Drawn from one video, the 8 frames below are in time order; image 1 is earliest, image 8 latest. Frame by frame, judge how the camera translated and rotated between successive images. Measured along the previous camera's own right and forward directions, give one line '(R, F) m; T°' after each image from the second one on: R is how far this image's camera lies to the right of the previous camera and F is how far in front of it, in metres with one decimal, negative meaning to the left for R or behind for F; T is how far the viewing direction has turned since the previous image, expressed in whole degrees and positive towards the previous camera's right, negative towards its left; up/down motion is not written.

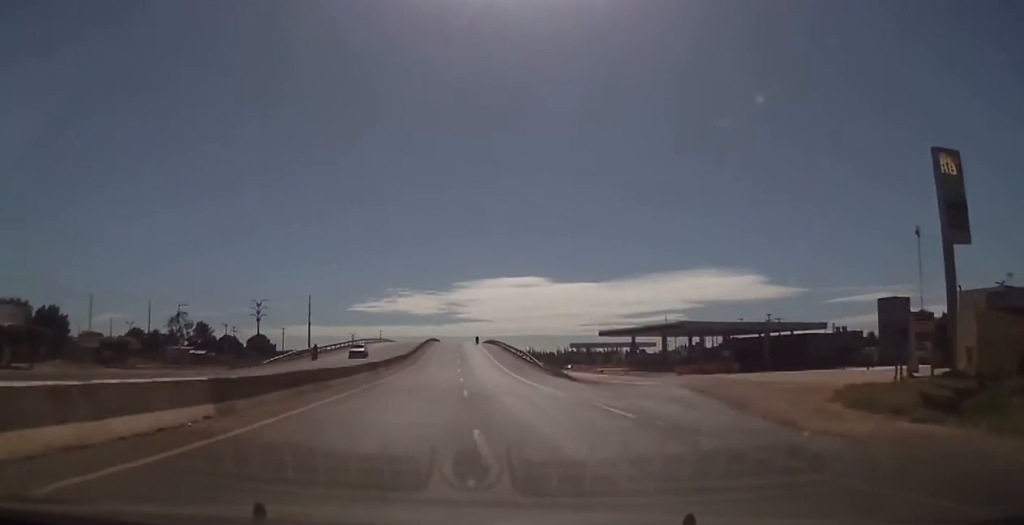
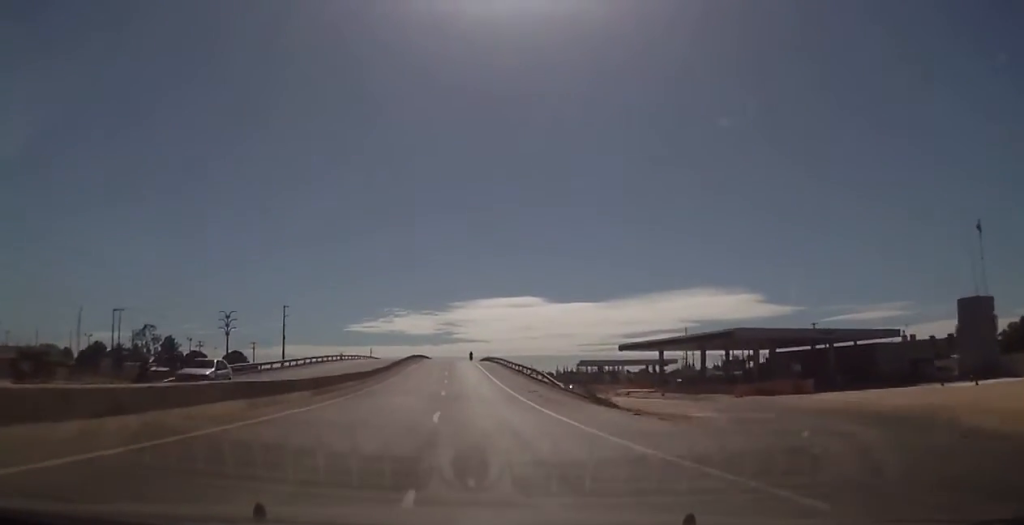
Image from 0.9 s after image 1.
(+0.1, +23.0) m; +1°
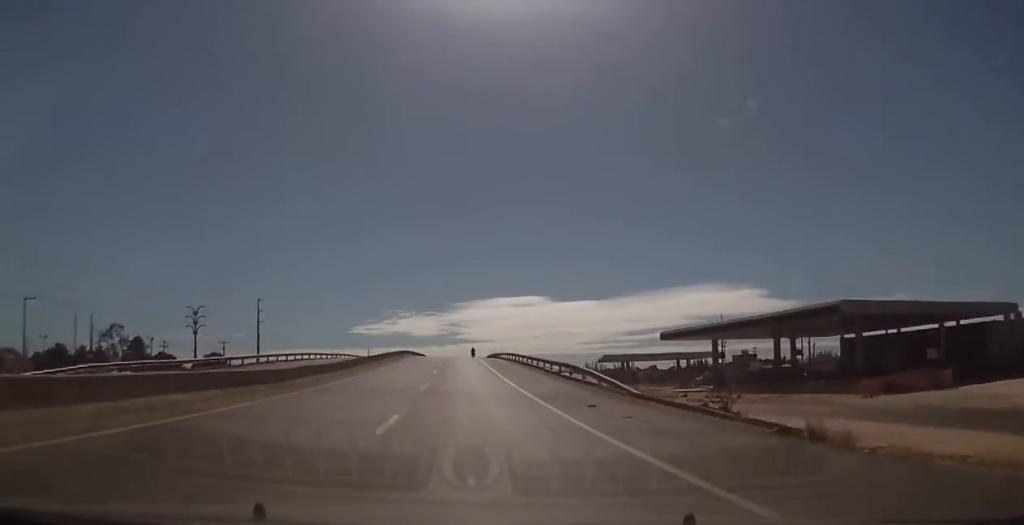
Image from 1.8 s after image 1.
(+0.1, +21.8) m; 0°
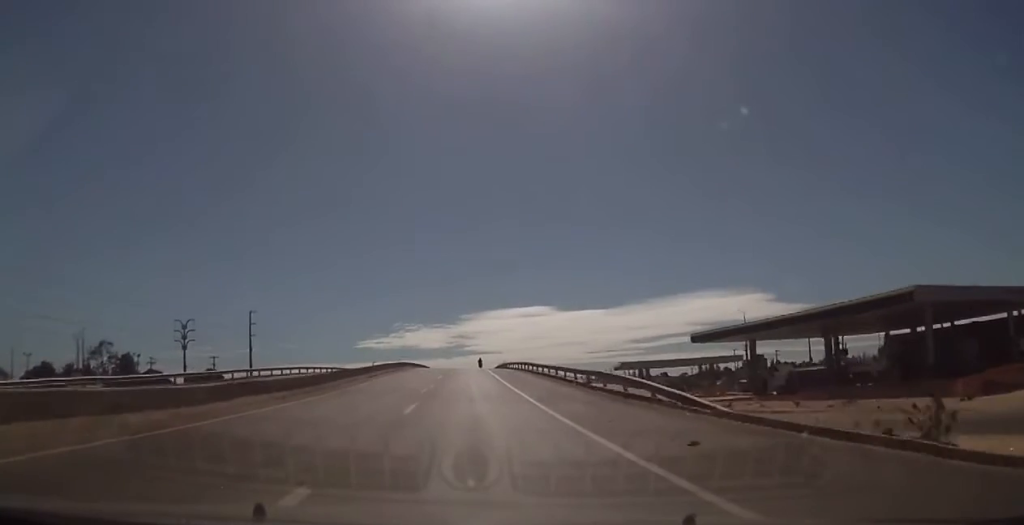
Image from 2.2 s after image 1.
(0.0, +9.0) m; 0°
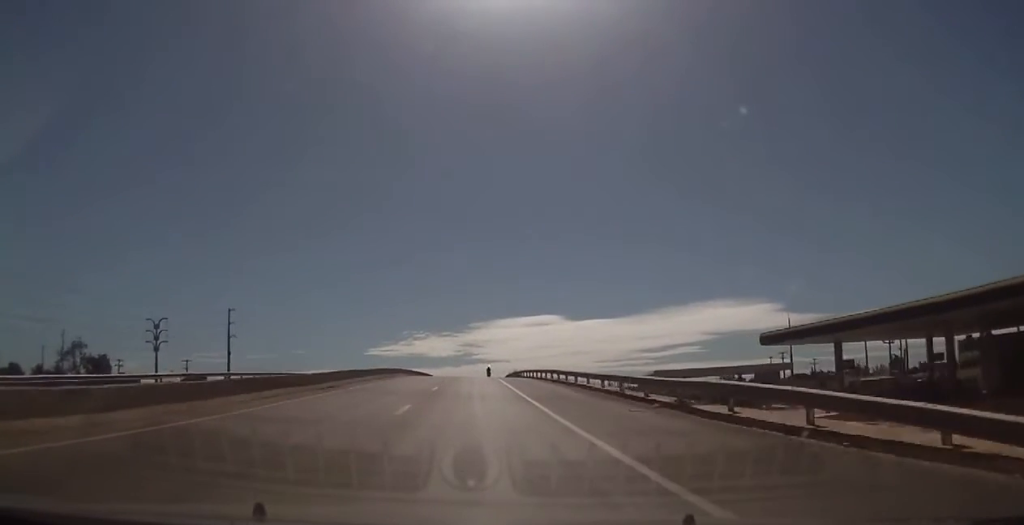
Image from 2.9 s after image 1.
(0.0, +15.6) m; 0°
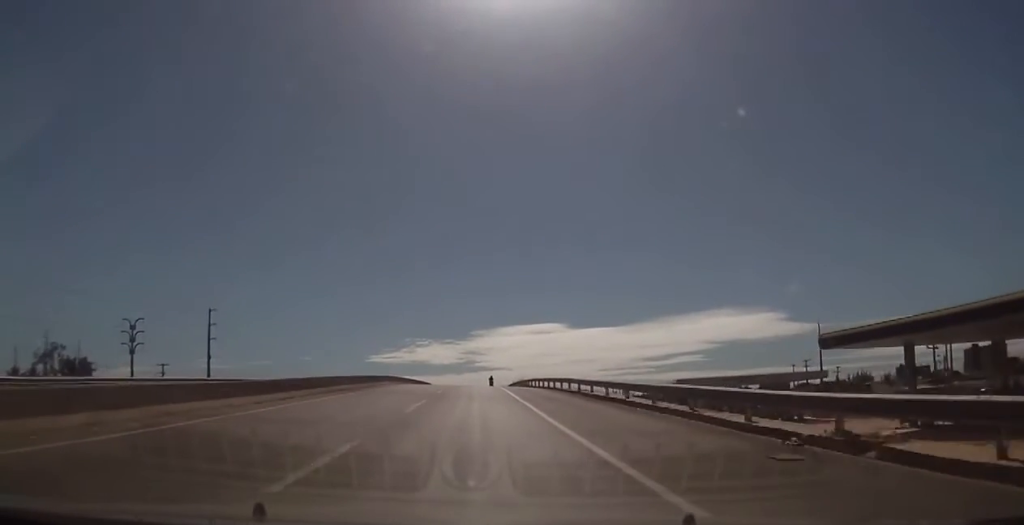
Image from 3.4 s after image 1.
(0.0, +10.0) m; 0°
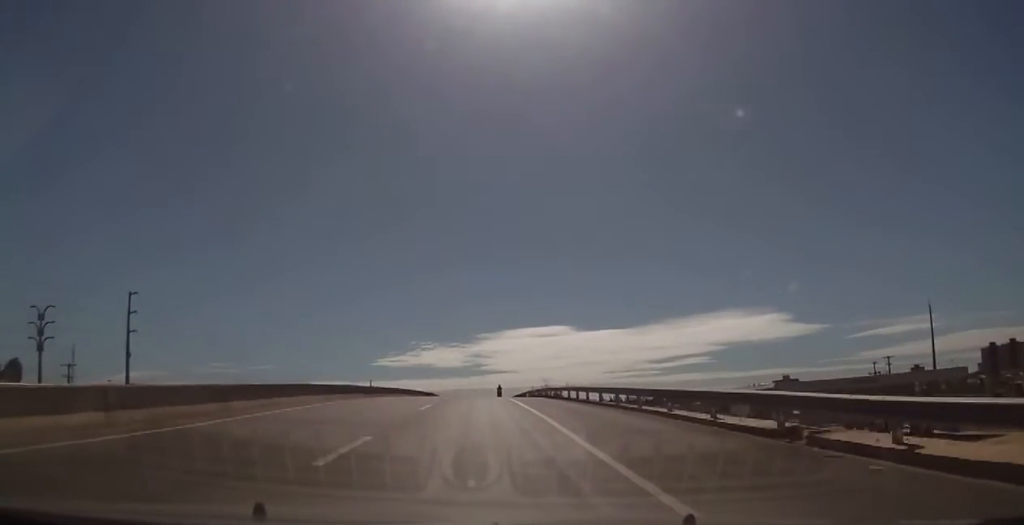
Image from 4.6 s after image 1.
(-0.4, +26.9) m; -1°
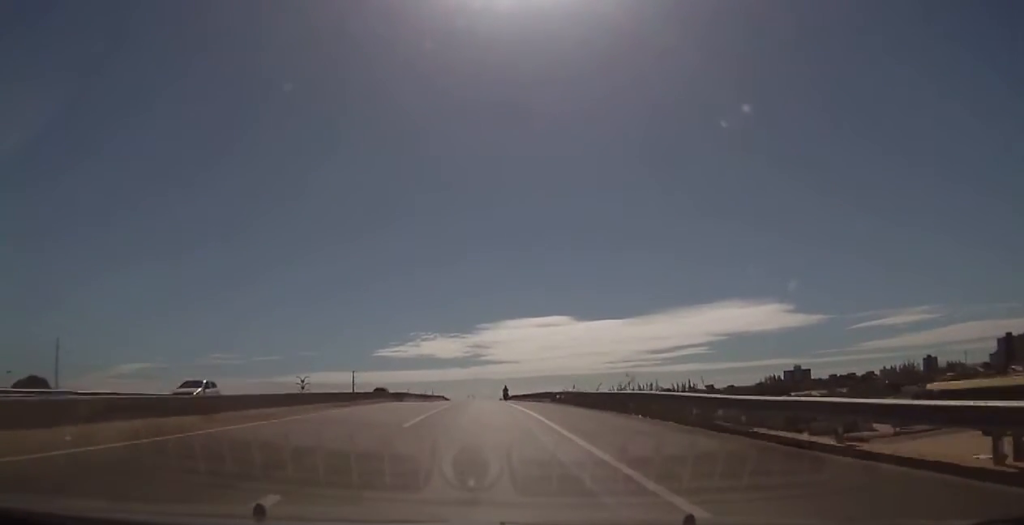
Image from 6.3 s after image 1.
(-0.2, +29.1) m; 0°
